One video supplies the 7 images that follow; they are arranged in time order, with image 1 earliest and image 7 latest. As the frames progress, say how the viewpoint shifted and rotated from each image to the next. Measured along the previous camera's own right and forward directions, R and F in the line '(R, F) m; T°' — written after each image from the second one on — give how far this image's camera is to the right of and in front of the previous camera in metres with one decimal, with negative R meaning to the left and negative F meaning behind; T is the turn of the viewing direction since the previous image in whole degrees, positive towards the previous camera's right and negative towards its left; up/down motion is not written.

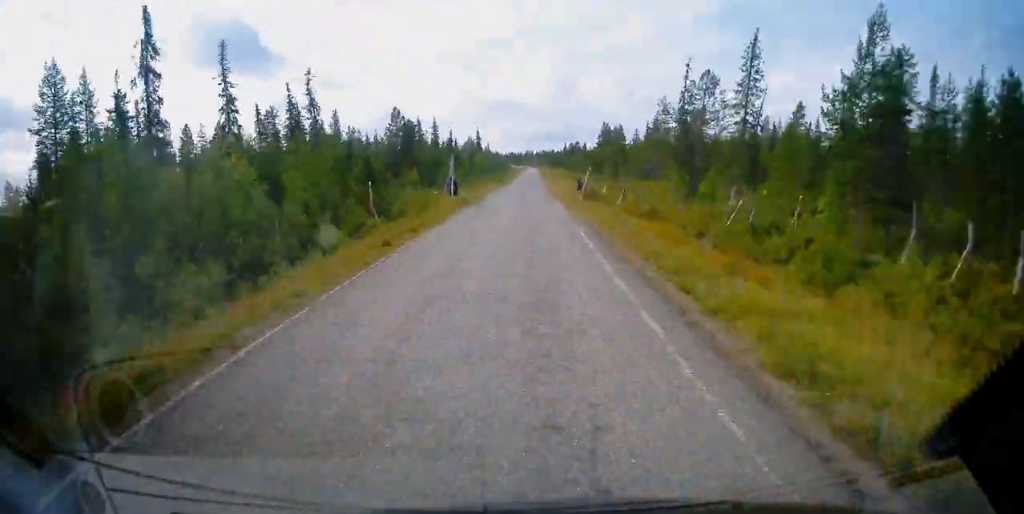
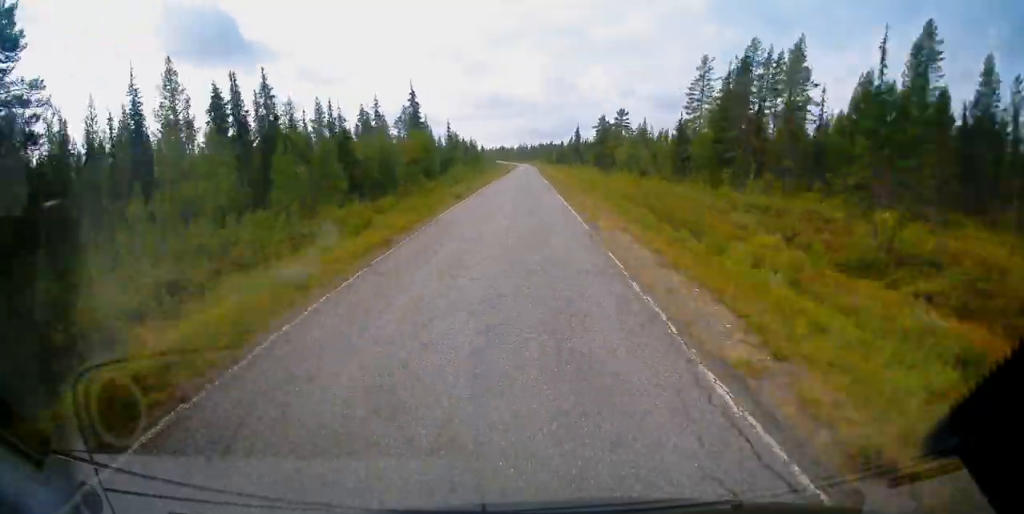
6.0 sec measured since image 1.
(+3.0, +93.0) m; +3°
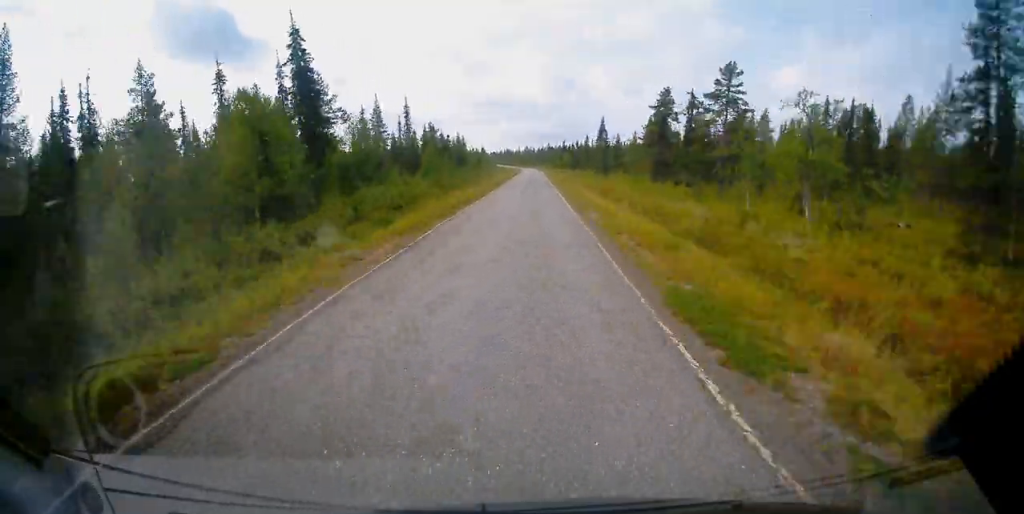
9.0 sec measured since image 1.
(+1.0, +45.9) m; 0°
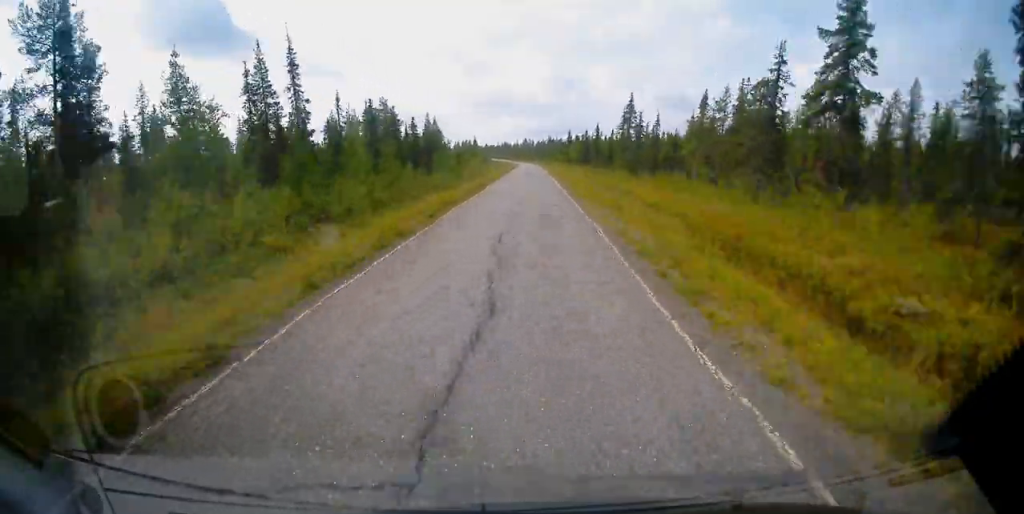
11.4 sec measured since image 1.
(-0.7, +36.8) m; -1°
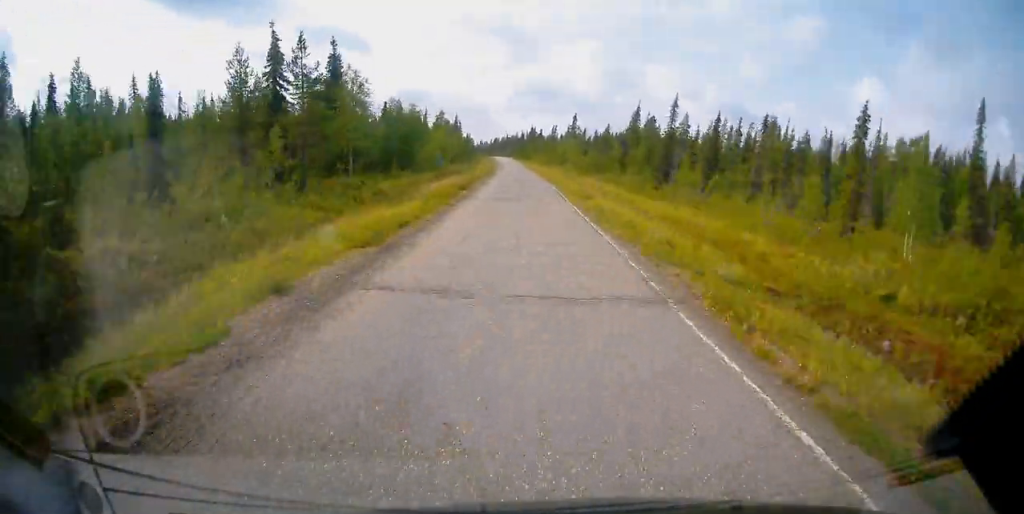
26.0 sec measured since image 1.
(-9.2, +224.3) m; -6°
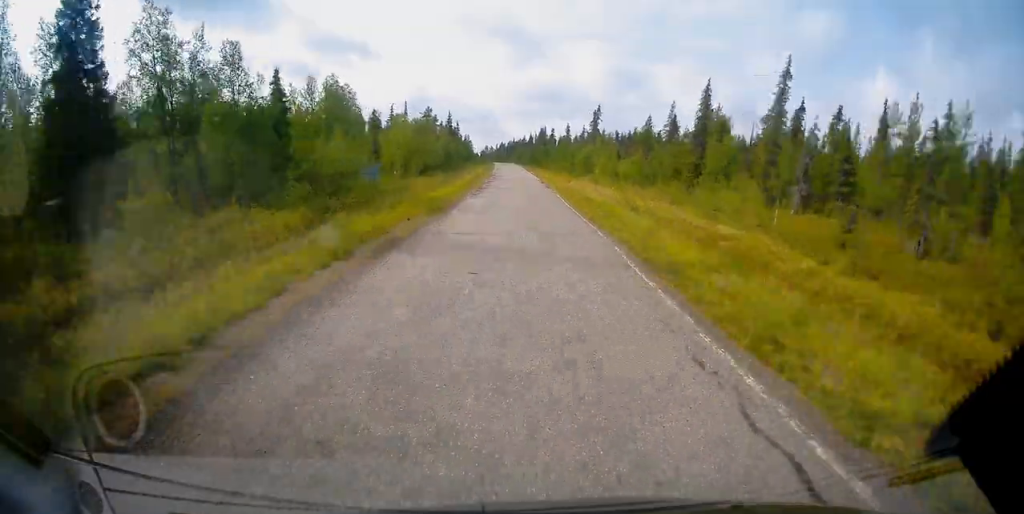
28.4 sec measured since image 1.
(-0.9, +37.1) m; -1°
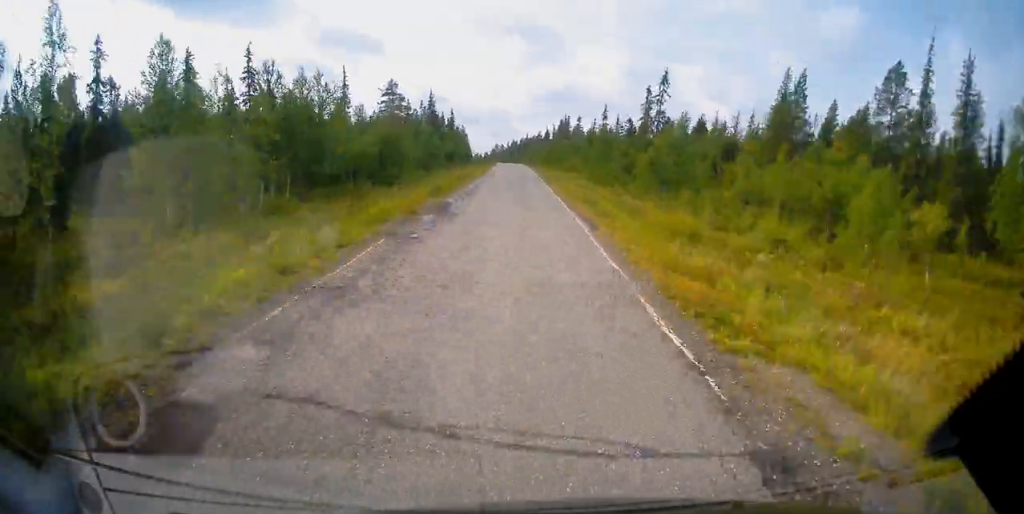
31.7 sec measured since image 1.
(-0.8, +51.0) m; -1°
